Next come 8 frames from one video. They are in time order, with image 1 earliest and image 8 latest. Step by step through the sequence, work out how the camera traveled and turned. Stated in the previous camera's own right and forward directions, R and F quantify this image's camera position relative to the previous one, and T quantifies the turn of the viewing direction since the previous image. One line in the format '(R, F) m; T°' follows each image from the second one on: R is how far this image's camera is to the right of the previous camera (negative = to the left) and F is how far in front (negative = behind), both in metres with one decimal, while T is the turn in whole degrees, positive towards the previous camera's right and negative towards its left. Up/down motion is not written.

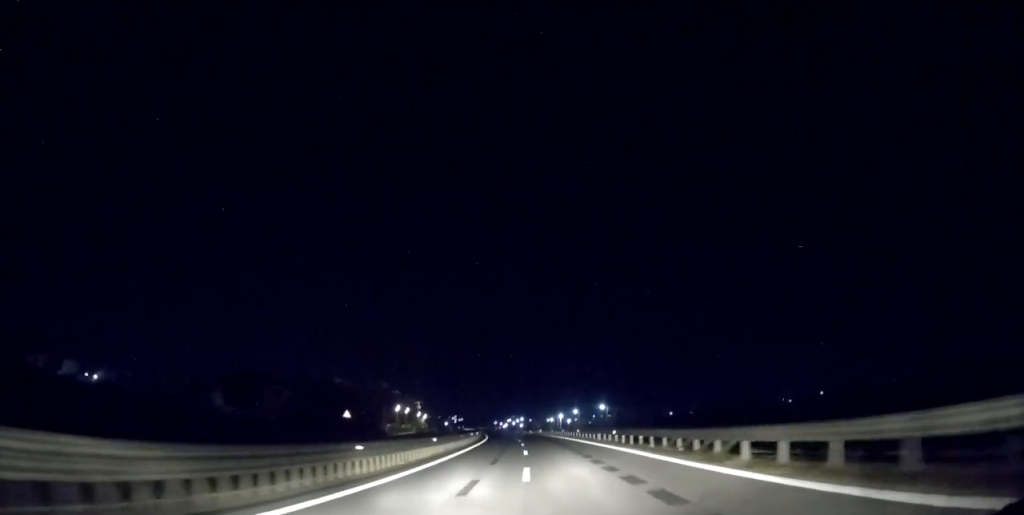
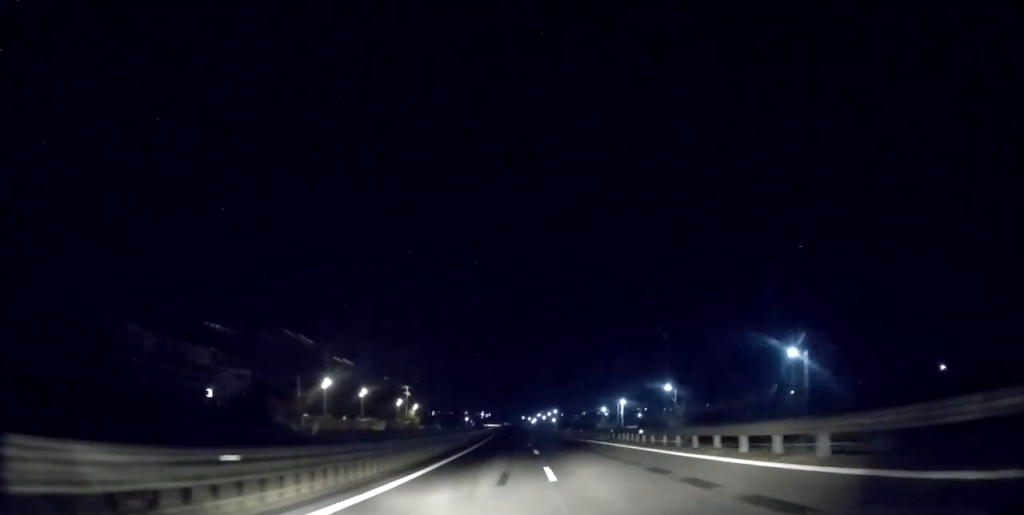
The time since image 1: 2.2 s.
(-1.9, +62.8) m; -2°
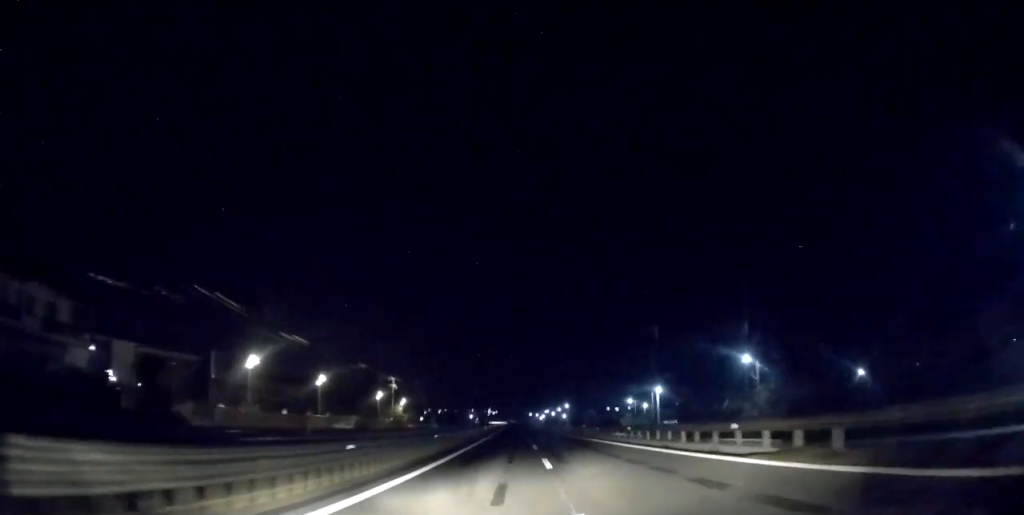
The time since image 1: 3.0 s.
(0.0, +21.2) m; 0°
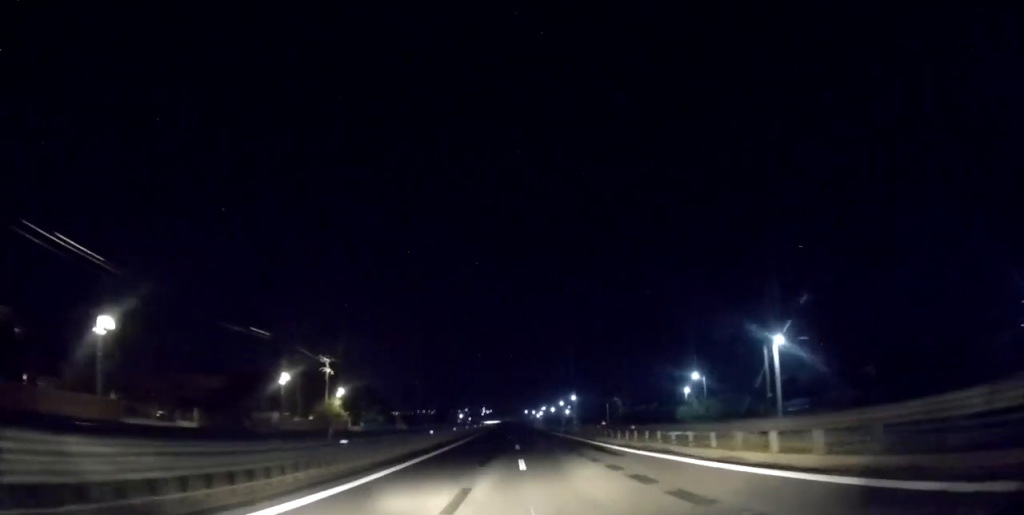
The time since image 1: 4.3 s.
(0.0, +37.0) m; 0°
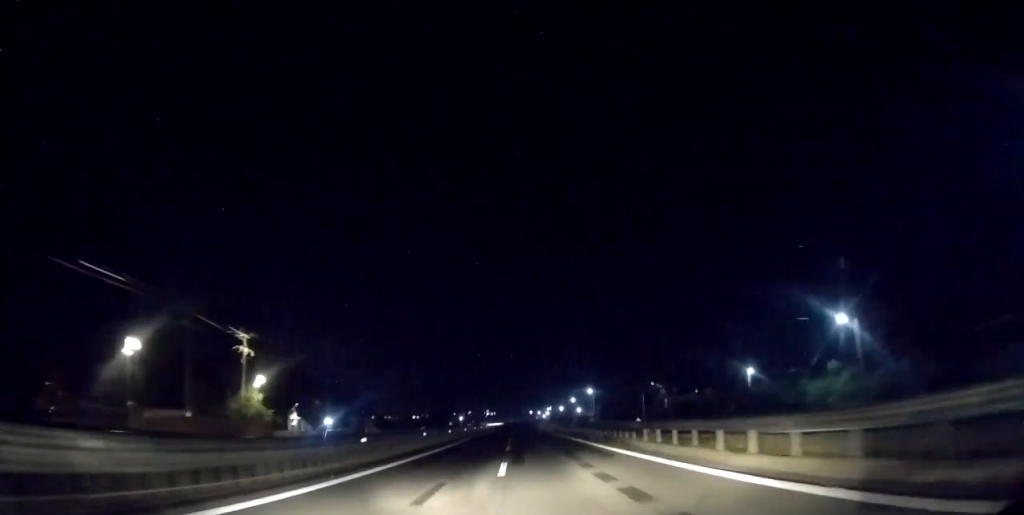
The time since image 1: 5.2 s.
(-0.1, +26.0) m; 0°
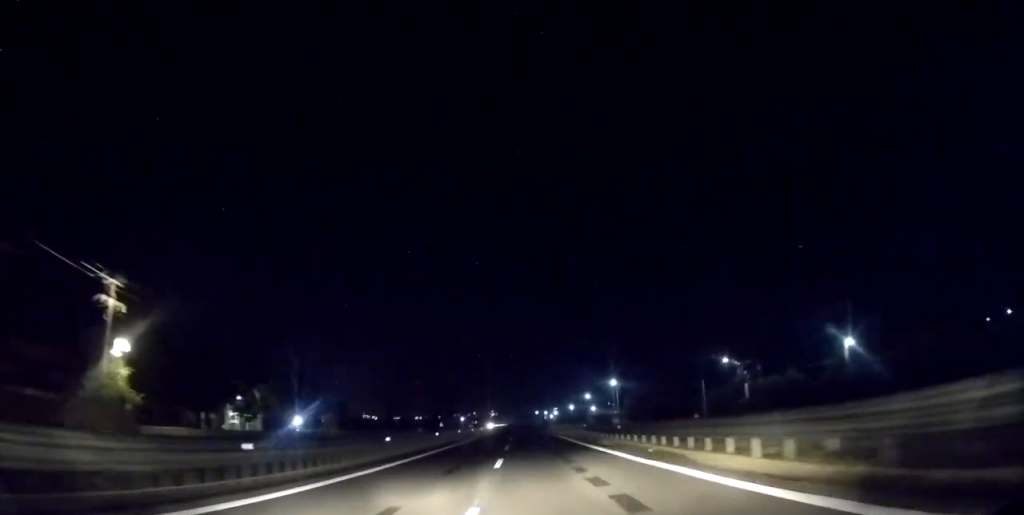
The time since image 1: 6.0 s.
(+0.1, +22.3) m; 0°
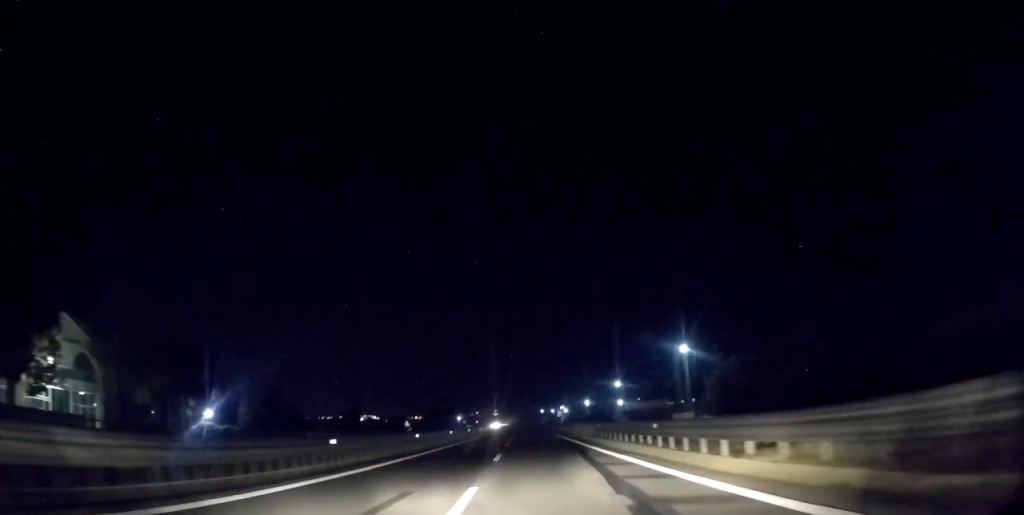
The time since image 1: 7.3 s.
(-0.4, +33.1) m; -1°
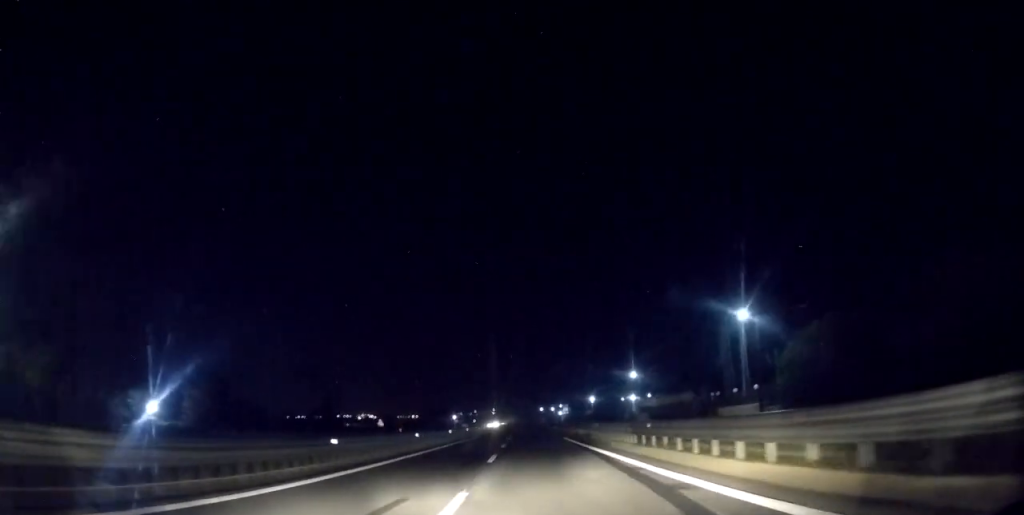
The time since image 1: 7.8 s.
(0.0, +12.4) m; 0°
